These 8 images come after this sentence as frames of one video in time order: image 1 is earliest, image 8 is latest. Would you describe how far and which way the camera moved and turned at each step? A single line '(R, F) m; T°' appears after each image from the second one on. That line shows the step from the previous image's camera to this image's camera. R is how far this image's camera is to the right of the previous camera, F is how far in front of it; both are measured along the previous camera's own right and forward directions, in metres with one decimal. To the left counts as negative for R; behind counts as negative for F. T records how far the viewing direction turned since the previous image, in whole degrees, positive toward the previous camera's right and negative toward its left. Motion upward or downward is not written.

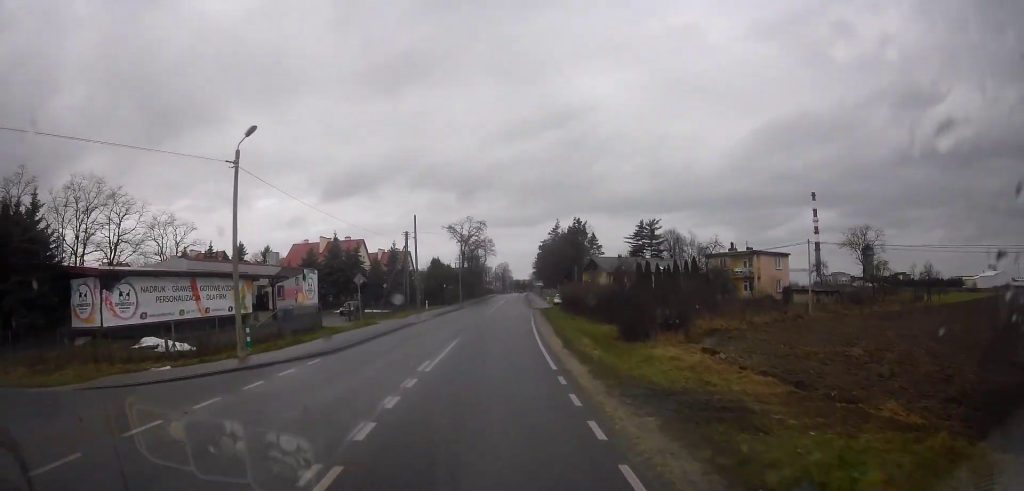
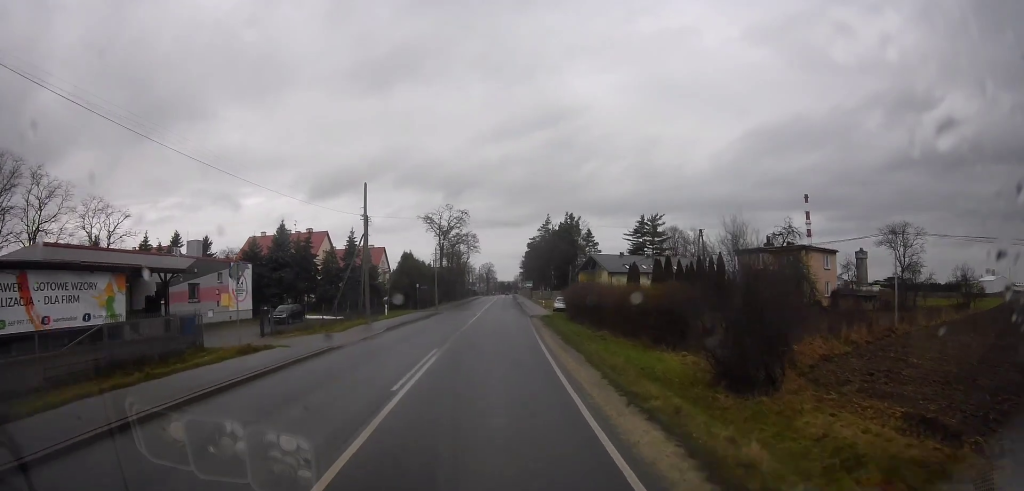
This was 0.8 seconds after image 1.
(+0.1, +13.2) m; +1°
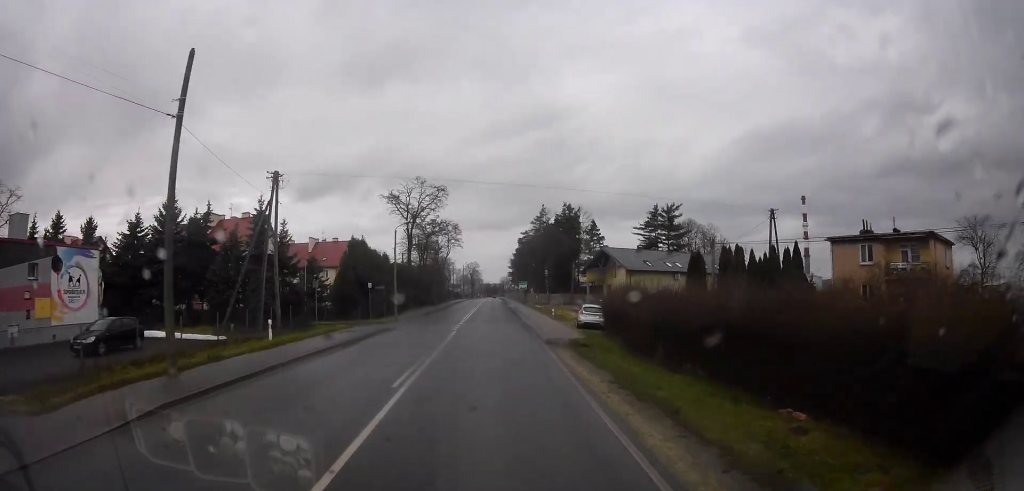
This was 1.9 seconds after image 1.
(+0.4, +19.6) m; -1°
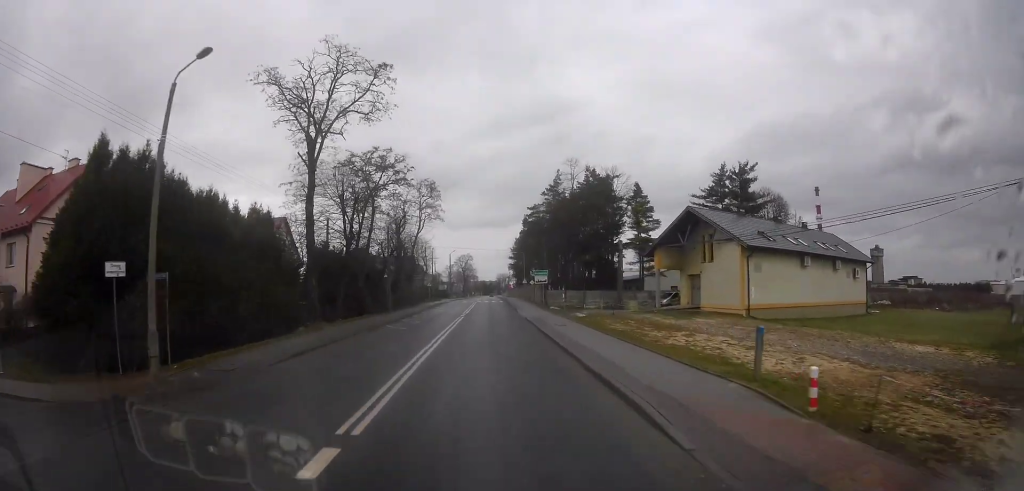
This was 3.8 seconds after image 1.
(-0.3, +32.4) m; +3°
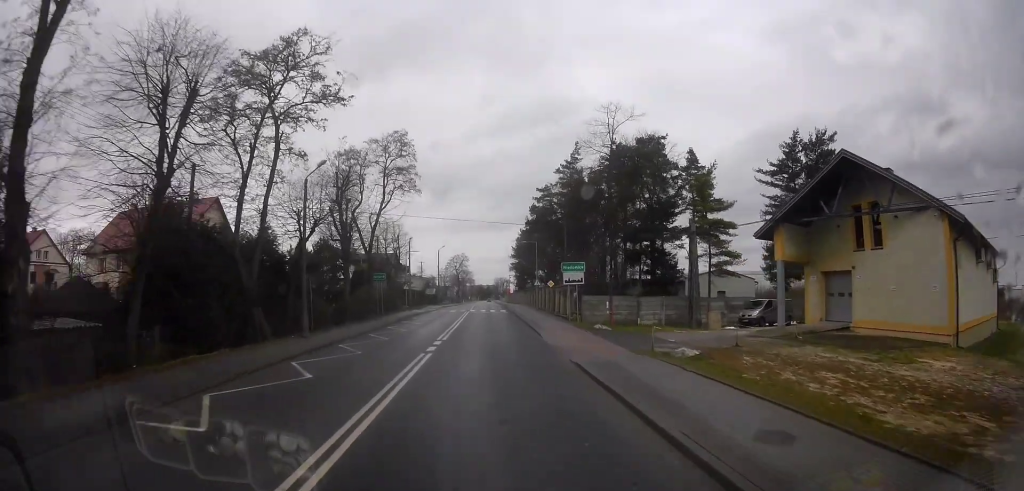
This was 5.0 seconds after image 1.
(+1.1, +19.0) m; +3°
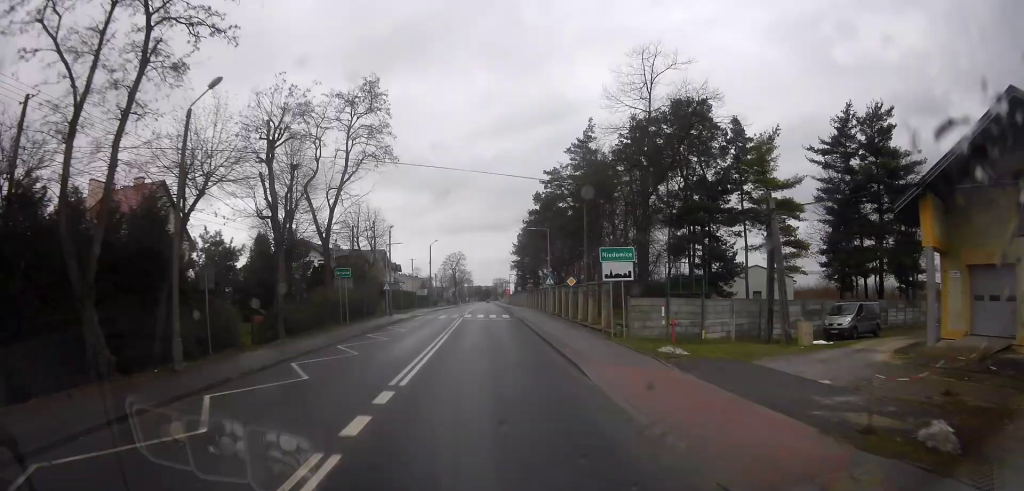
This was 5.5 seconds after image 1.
(+0.3, +9.9) m; 0°
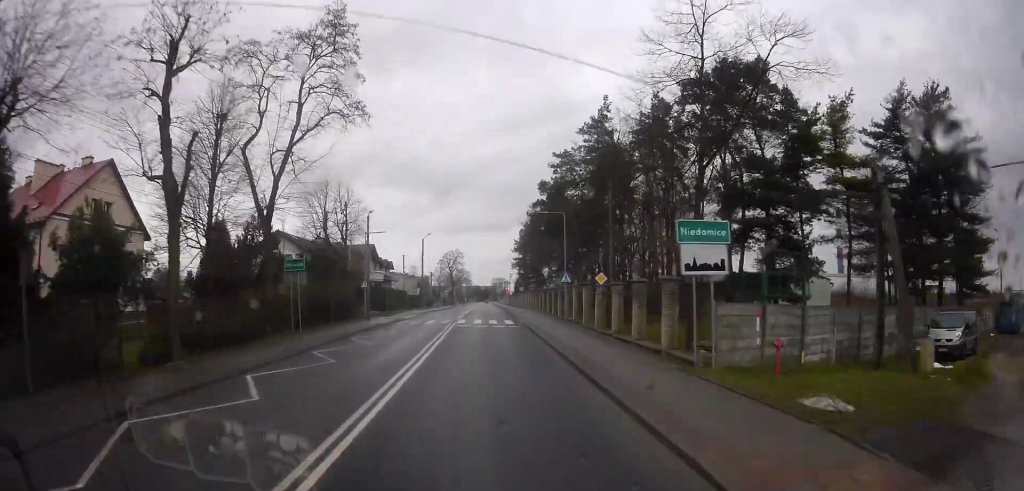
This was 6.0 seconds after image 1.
(-0.5, +7.8) m; 0°
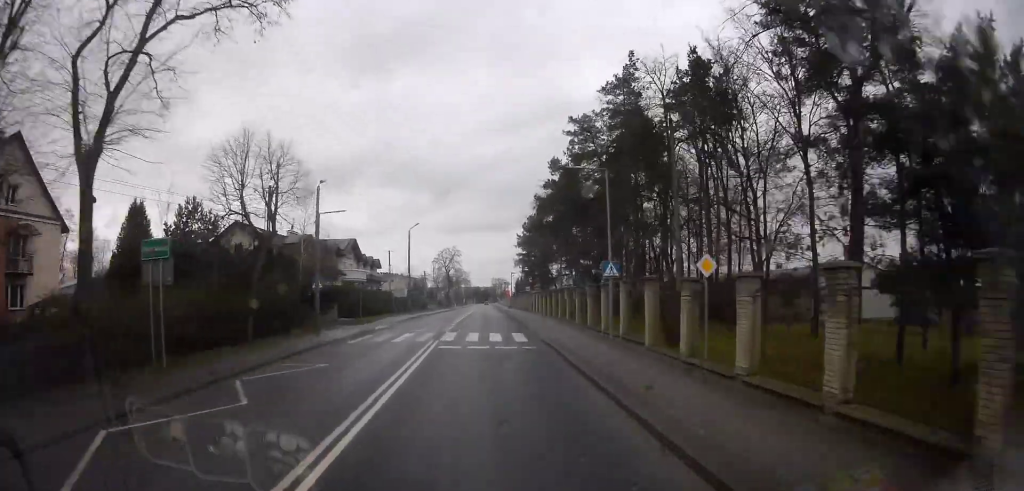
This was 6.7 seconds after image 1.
(-0.3, +10.5) m; 0°
